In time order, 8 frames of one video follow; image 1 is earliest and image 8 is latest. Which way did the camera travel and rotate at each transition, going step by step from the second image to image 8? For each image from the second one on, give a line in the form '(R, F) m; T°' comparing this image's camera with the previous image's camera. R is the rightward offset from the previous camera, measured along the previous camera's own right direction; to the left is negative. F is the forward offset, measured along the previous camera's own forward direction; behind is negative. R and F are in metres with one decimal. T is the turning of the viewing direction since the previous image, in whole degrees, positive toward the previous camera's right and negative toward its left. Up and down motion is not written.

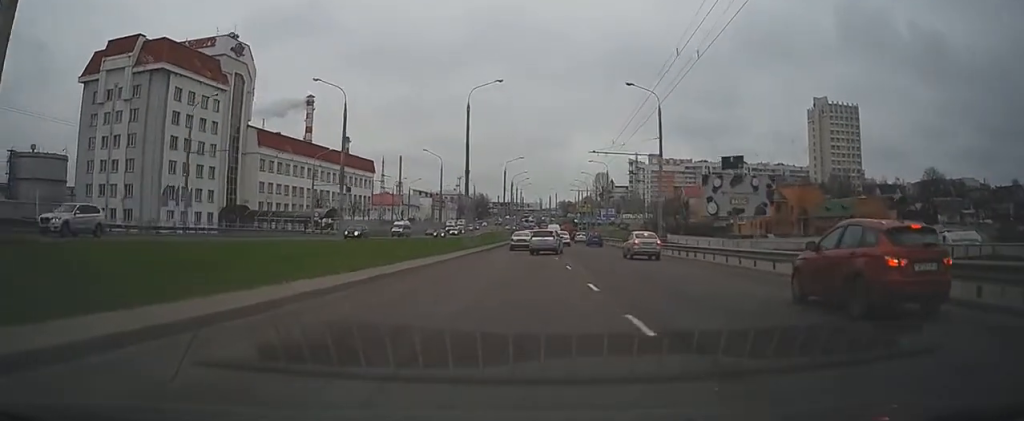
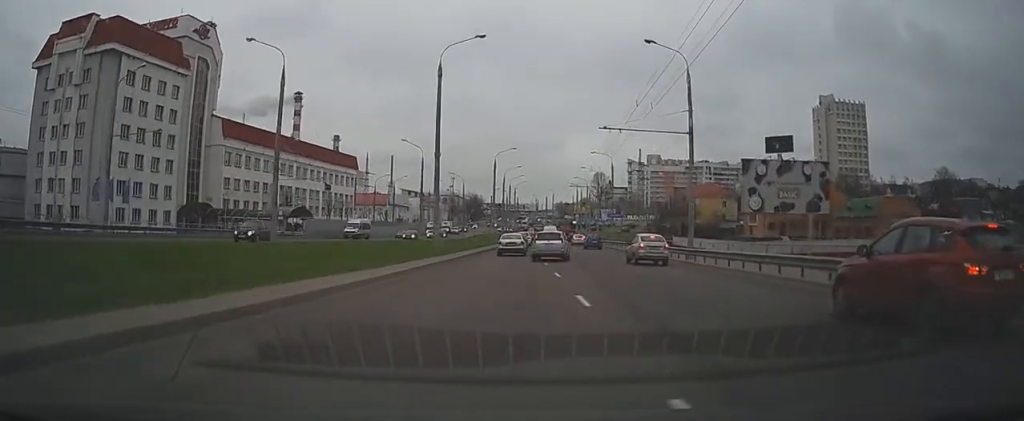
(+0.3, +11.8) m; 0°
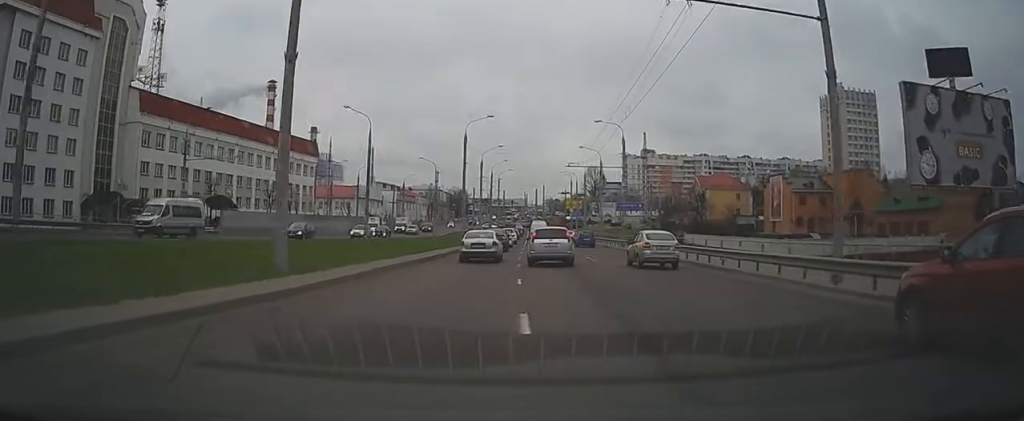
(-0.5, +20.3) m; -1°
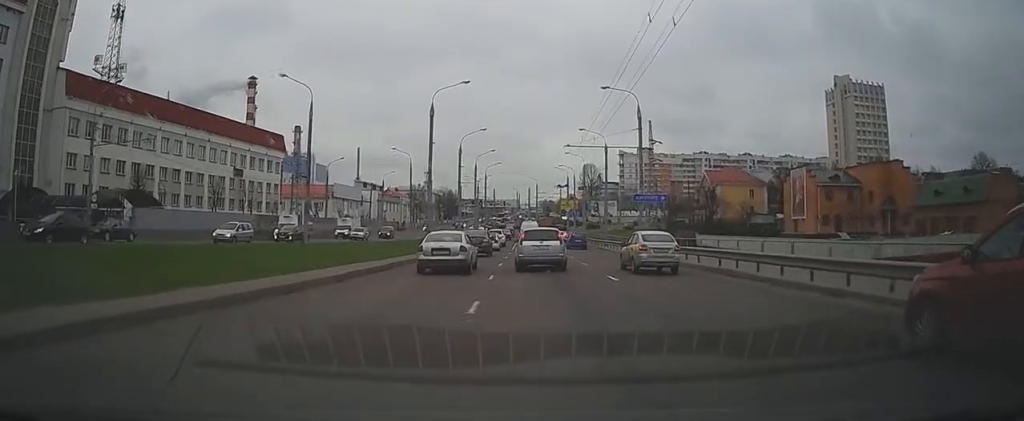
(+0.1, +14.5) m; +2°
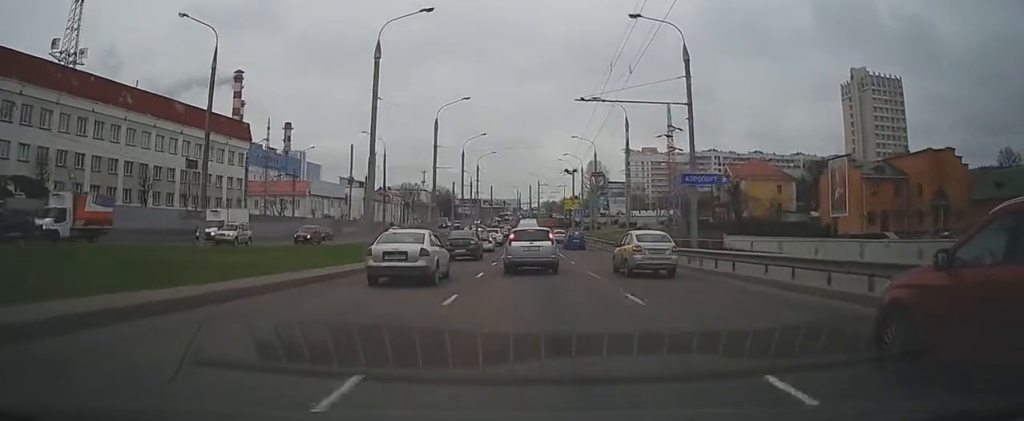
(+0.5, +15.2) m; +1°
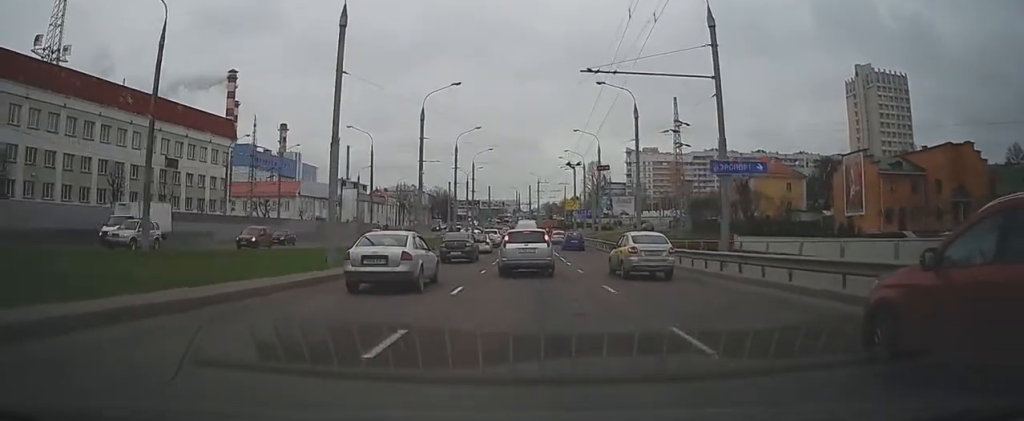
(+0.1, +5.0) m; -1°
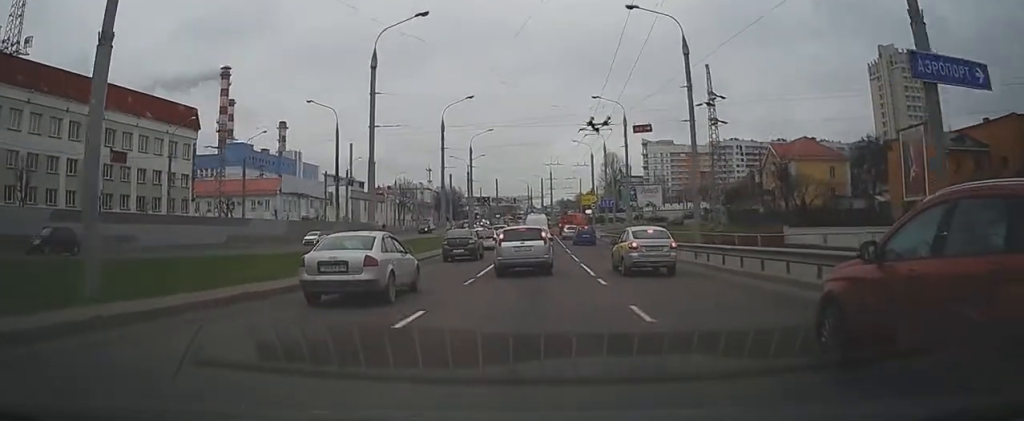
(-0.5, +13.7) m; -2°
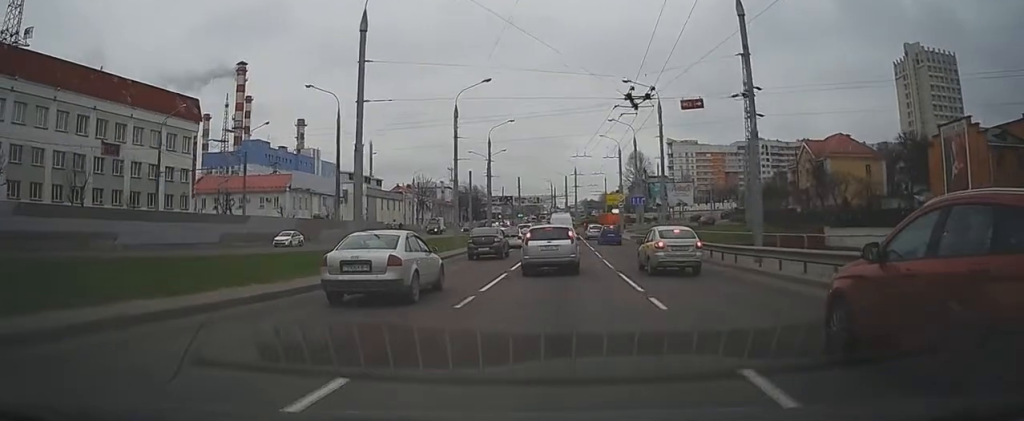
(0.0, +5.7) m; 0°
